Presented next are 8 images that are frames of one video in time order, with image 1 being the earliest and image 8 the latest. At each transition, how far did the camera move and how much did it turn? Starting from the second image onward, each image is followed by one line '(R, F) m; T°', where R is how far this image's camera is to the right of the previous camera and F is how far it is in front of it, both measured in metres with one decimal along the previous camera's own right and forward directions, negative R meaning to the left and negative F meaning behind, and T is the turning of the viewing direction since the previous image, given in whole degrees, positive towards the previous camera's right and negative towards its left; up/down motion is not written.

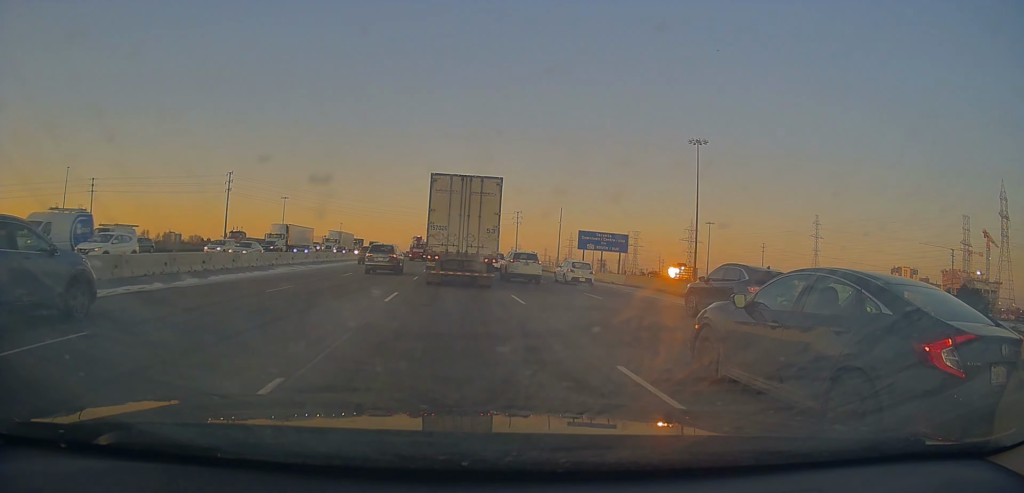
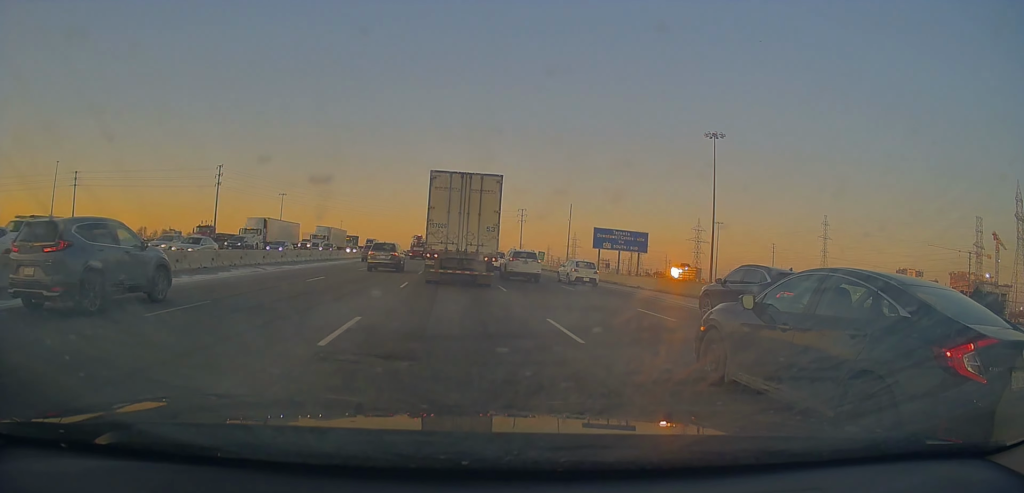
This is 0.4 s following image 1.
(-0.3, +7.0) m; 0°
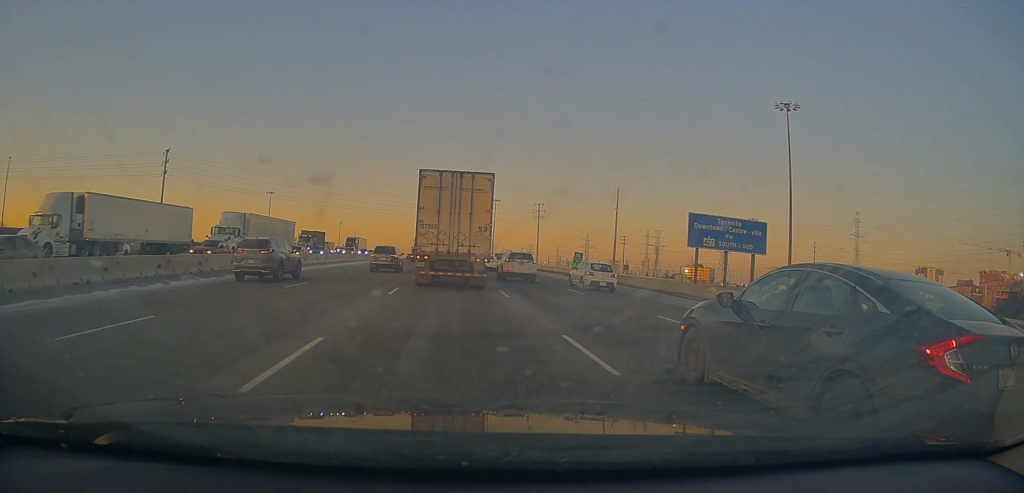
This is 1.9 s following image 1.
(+0.3, +26.4) m; 0°
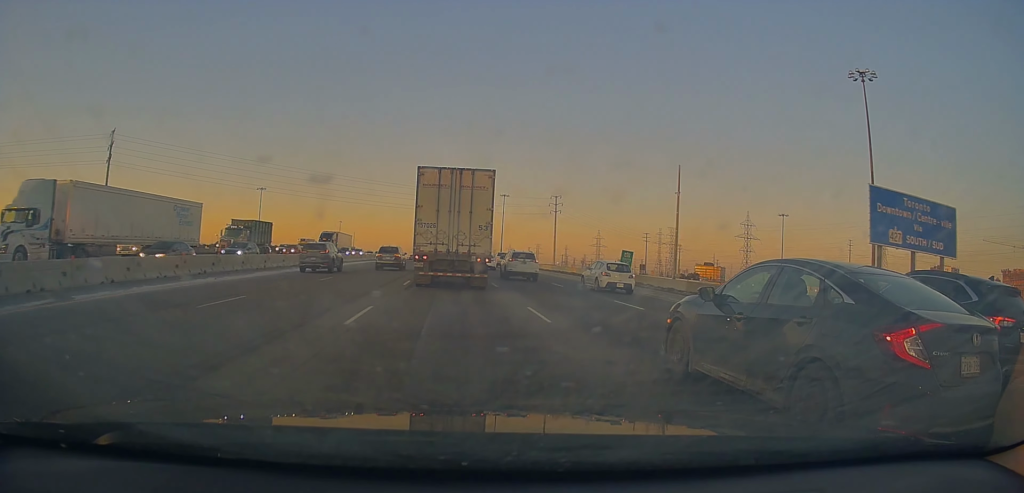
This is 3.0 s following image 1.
(-0.6, +19.3) m; -1°
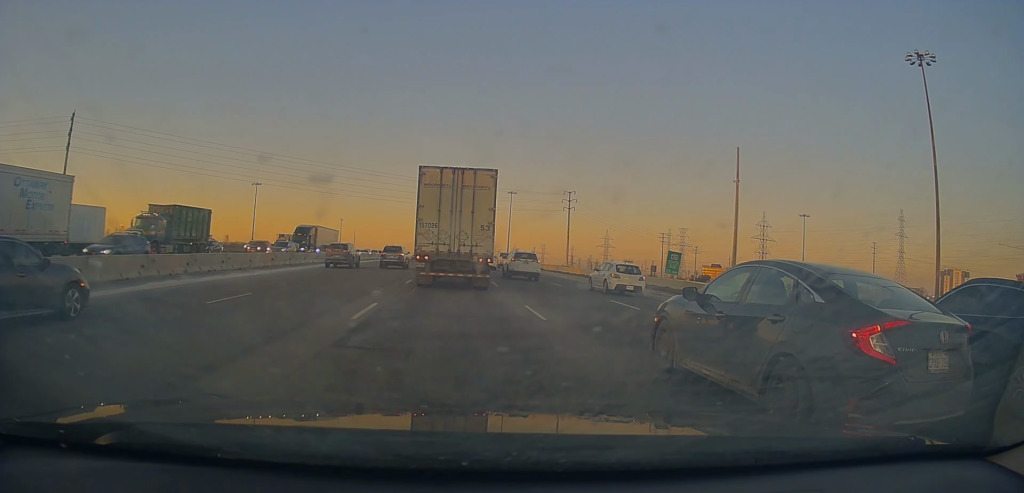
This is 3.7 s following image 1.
(+0.2, +11.5) m; 0°
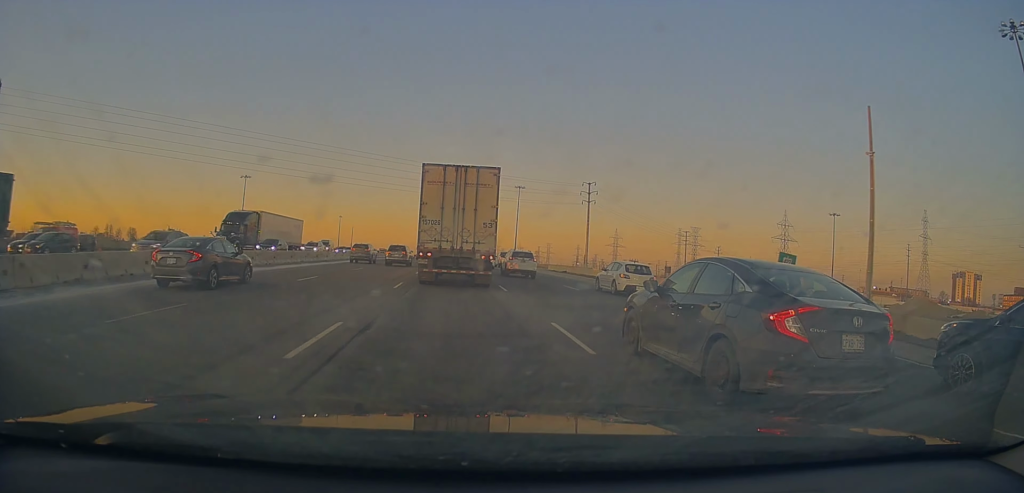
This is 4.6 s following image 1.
(-0.2, +16.3) m; -1°
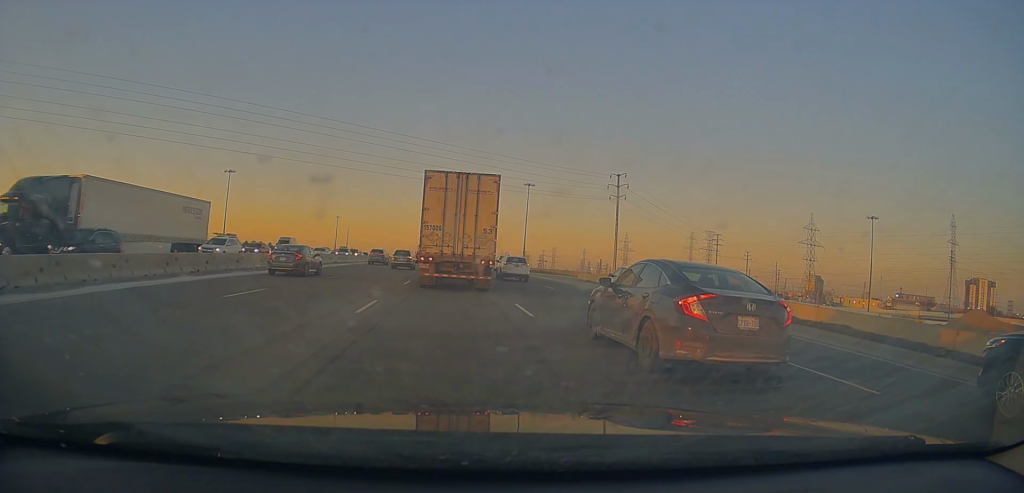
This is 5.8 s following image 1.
(-0.1, +18.6) m; -1°
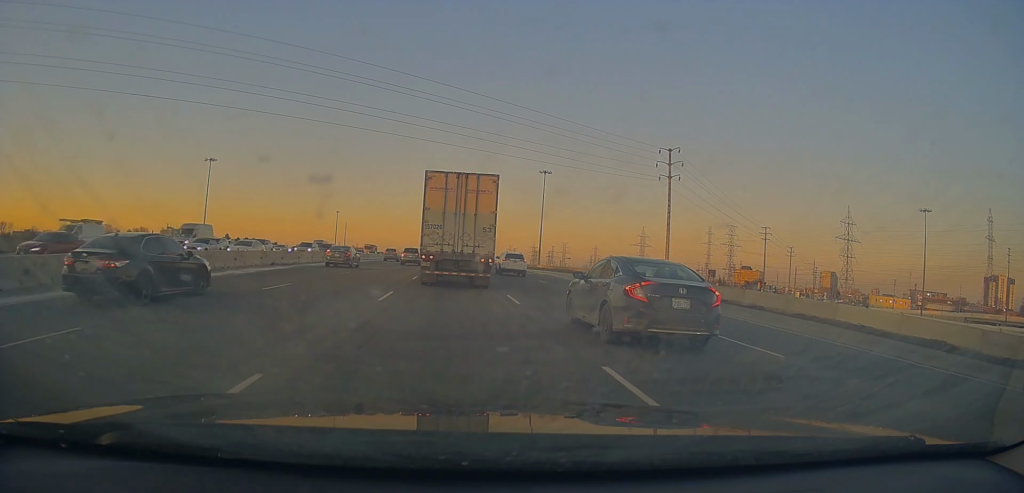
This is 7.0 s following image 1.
(-0.2, +20.8) m; +1°
